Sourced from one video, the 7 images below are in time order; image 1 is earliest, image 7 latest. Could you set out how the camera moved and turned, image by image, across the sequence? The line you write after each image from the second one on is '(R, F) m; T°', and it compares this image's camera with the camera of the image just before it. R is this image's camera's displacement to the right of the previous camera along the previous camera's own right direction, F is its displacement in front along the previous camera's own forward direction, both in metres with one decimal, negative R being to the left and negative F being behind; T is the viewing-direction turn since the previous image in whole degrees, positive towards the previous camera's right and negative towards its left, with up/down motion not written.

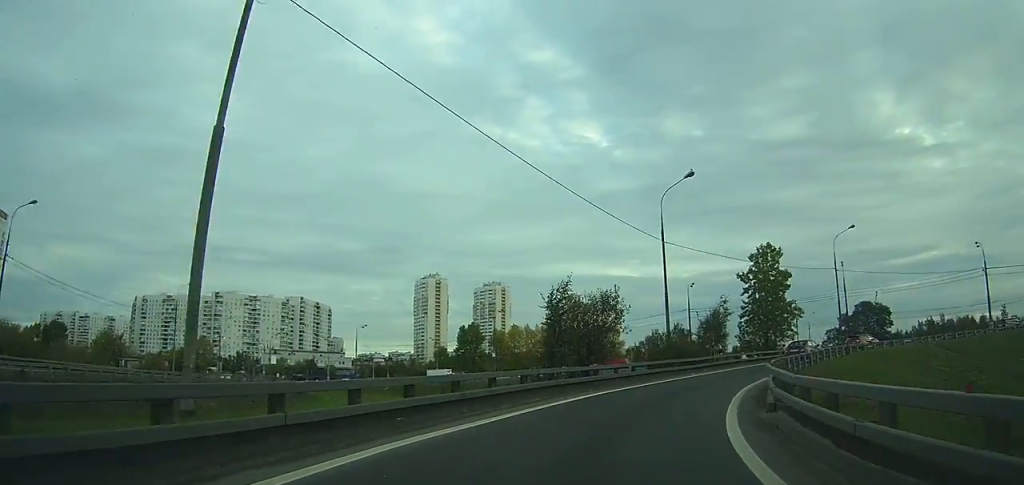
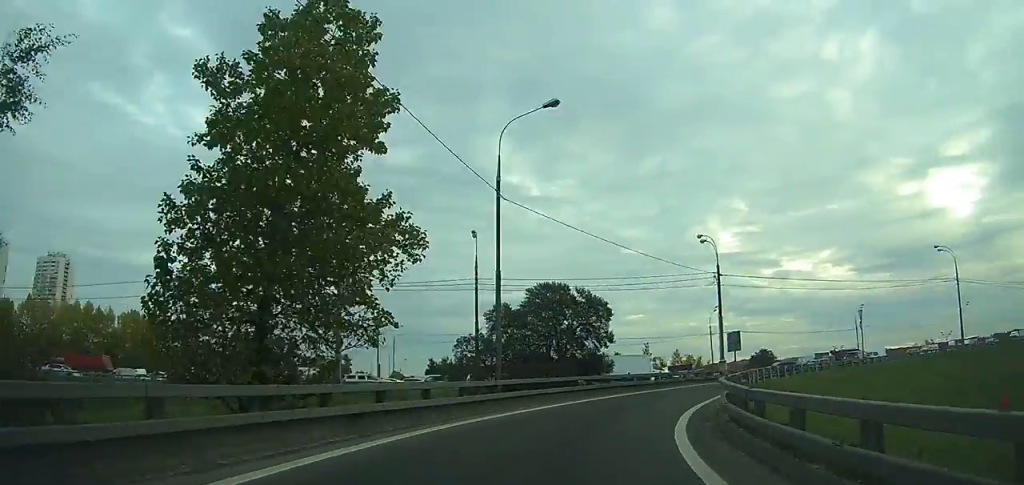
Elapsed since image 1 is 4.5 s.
(+12.7, +37.9) m; +37°
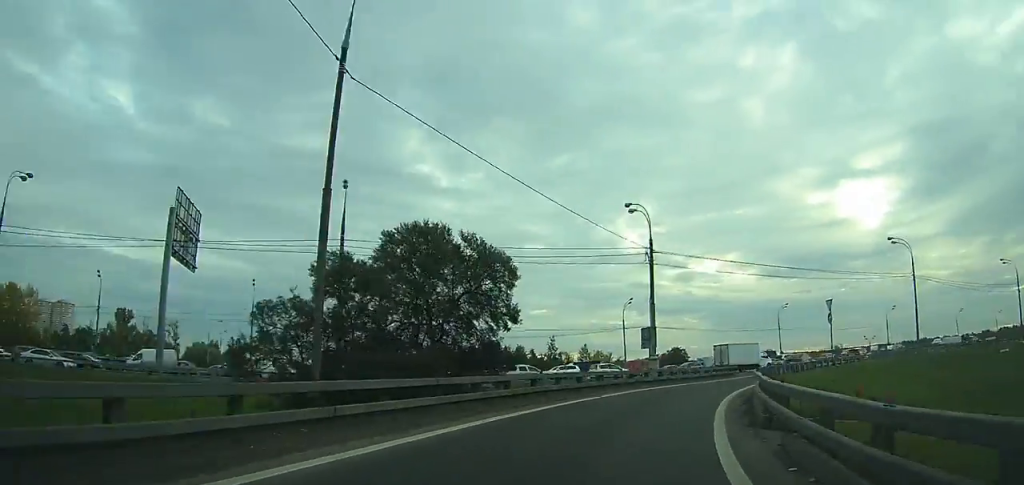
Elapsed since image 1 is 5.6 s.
(+1.0, +10.0) m; +12°
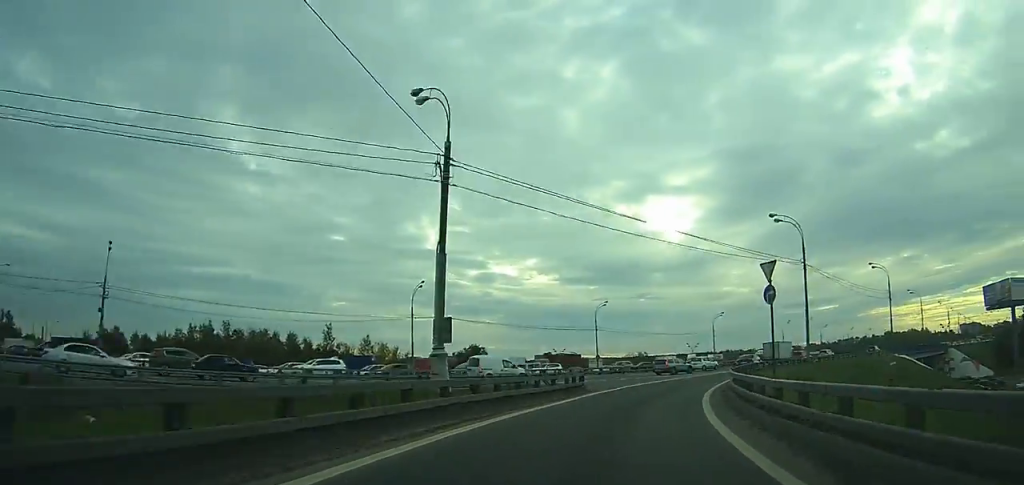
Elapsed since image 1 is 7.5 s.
(+3.2, +16.9) m; +20°
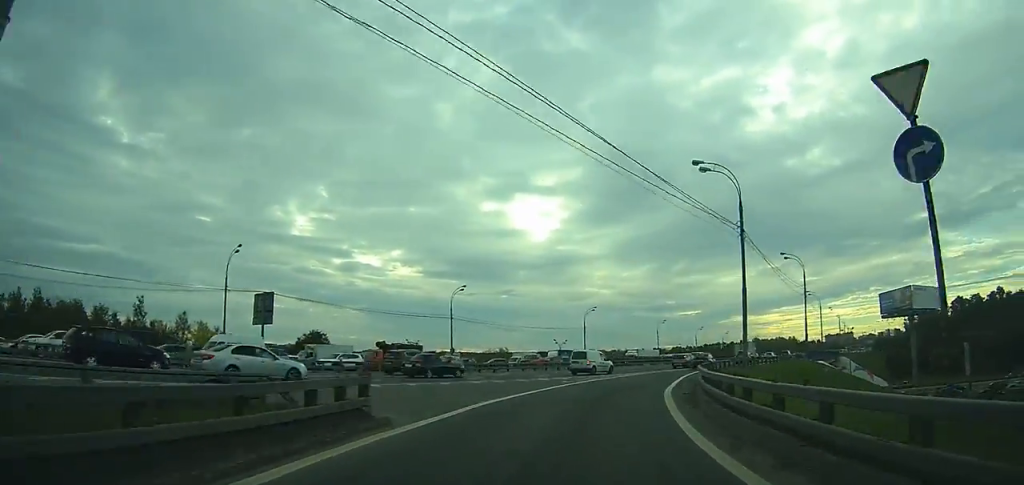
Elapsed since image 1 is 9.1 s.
(+2.2, +15.3) m; +13°
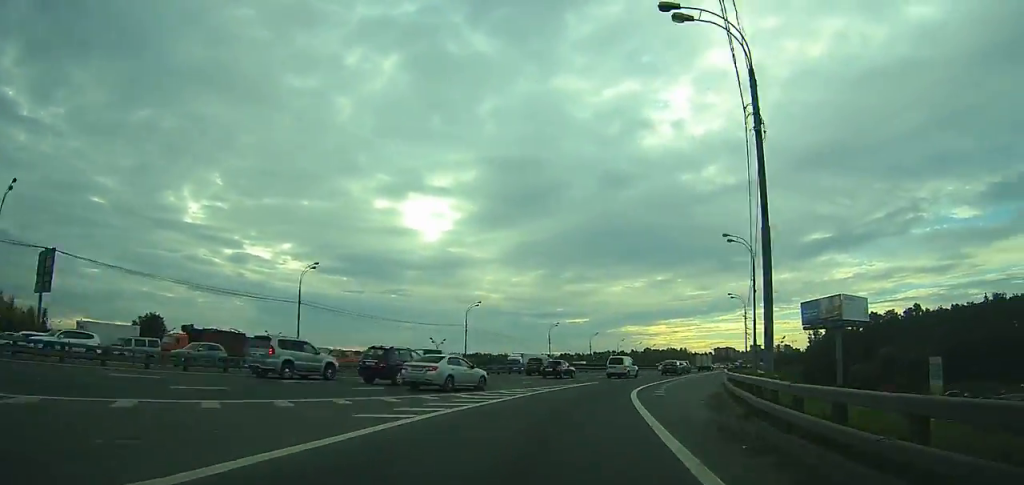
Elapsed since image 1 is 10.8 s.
(+2.1, +19.3) m; +12°
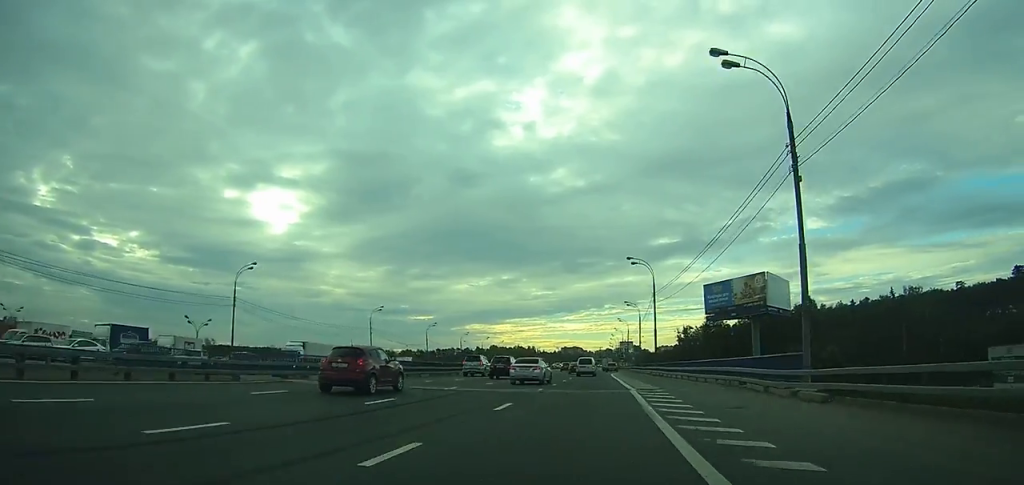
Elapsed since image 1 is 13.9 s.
(+5.3, +37.1) m; +14°
